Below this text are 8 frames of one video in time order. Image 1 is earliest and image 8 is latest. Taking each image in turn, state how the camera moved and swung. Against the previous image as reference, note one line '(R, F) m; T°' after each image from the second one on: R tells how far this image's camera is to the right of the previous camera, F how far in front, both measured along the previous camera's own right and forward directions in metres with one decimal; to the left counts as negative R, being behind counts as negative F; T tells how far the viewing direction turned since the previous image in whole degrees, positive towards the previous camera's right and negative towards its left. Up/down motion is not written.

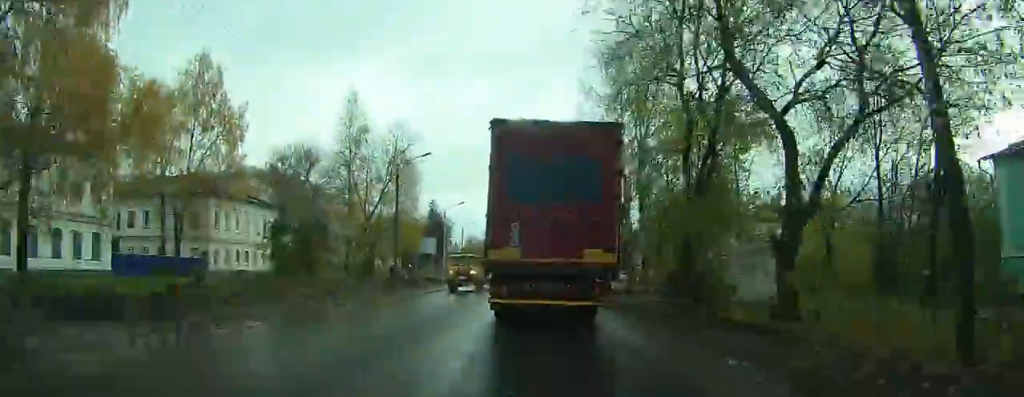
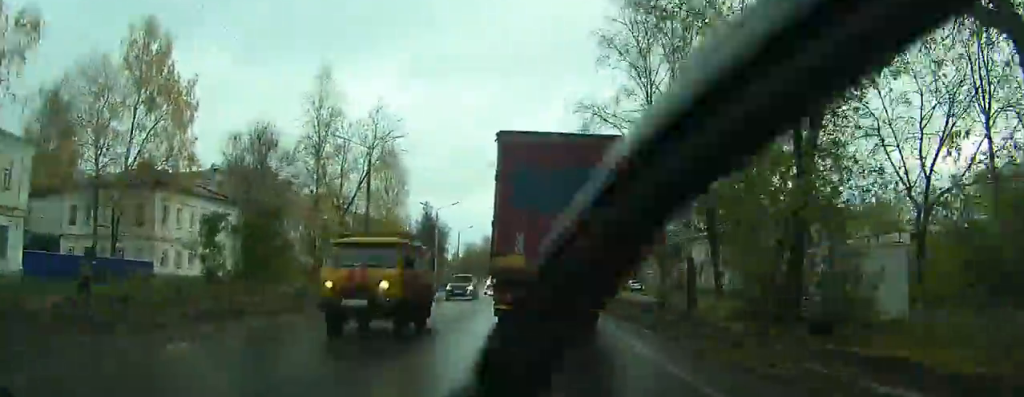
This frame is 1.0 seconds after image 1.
(-0.1, +8.9) m; 0°
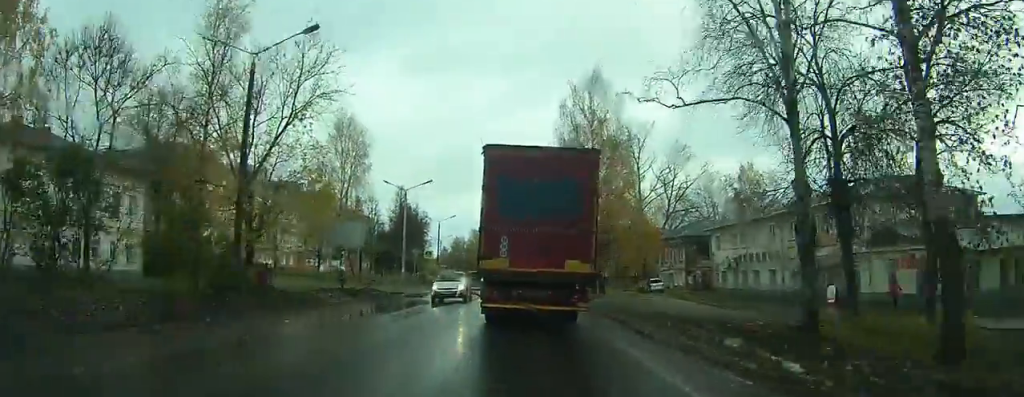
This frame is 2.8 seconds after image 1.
(+0.1, +15.9) m; 0°
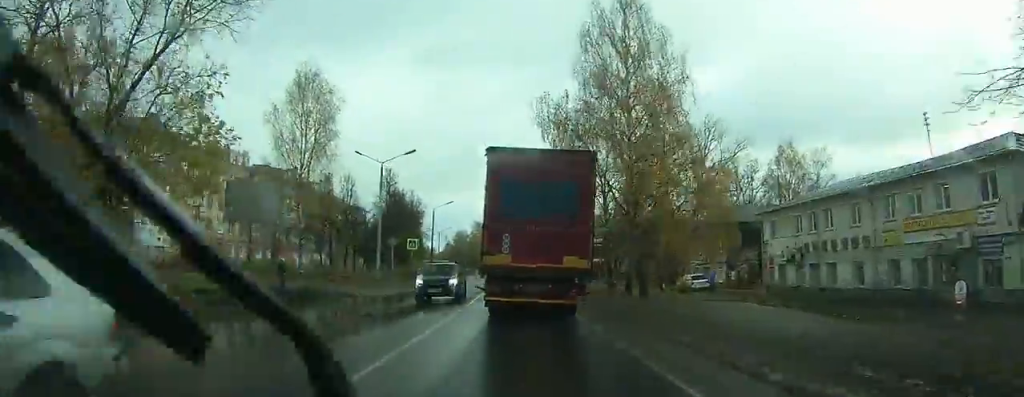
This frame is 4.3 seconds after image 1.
(0.0, +13.0) m; -1°
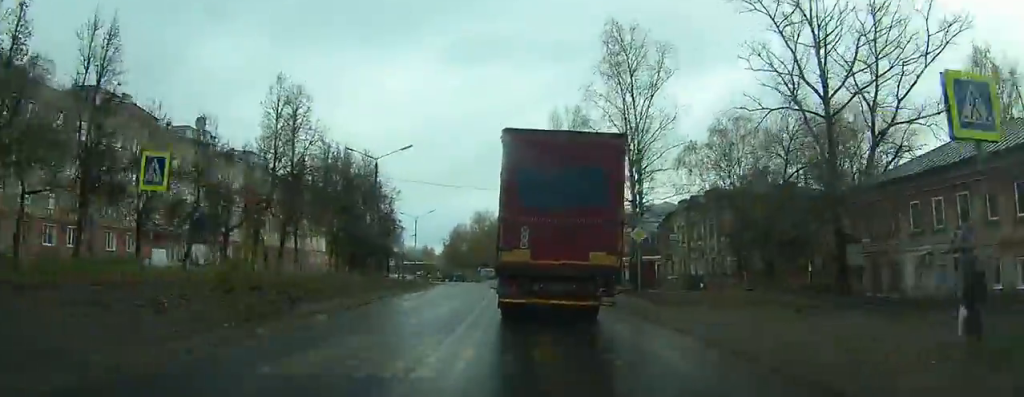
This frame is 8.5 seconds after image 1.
(-1.1, +37.9) m; -2°
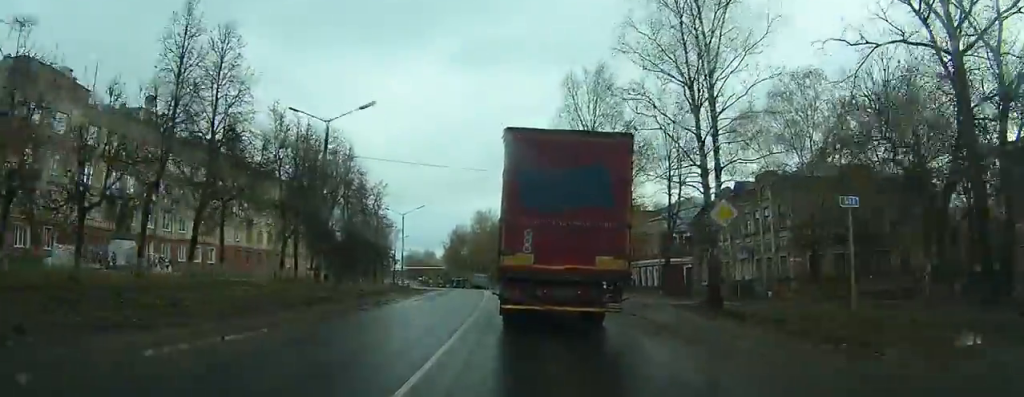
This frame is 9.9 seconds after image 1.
(0.0, +12.8) m; 0°
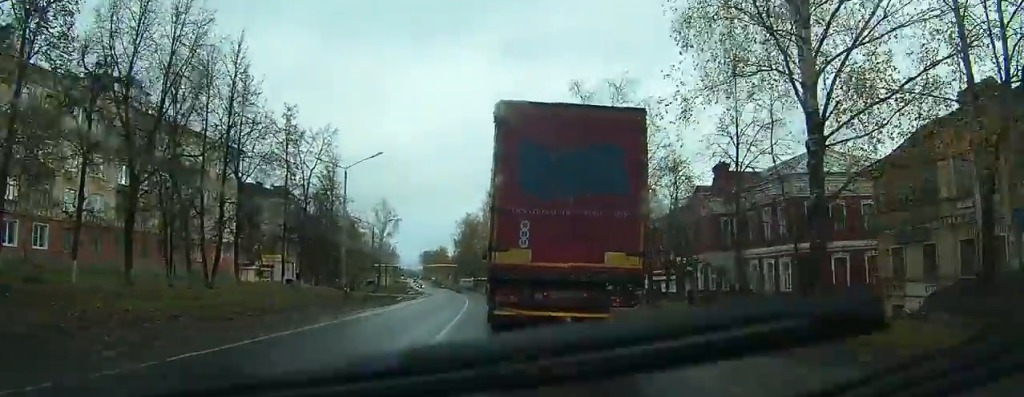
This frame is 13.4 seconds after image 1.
(0.0, +32.0) m; -1°
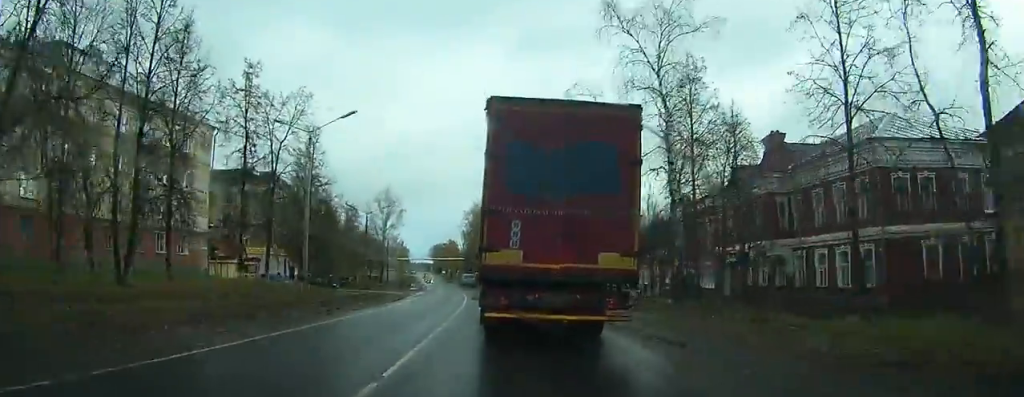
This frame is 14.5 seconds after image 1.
(-0.2, +9.5) m; -2°
